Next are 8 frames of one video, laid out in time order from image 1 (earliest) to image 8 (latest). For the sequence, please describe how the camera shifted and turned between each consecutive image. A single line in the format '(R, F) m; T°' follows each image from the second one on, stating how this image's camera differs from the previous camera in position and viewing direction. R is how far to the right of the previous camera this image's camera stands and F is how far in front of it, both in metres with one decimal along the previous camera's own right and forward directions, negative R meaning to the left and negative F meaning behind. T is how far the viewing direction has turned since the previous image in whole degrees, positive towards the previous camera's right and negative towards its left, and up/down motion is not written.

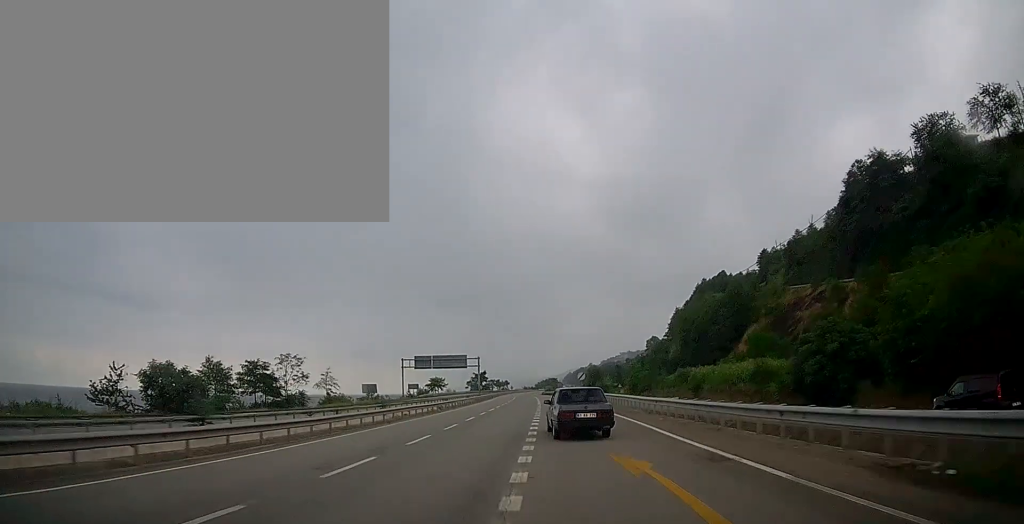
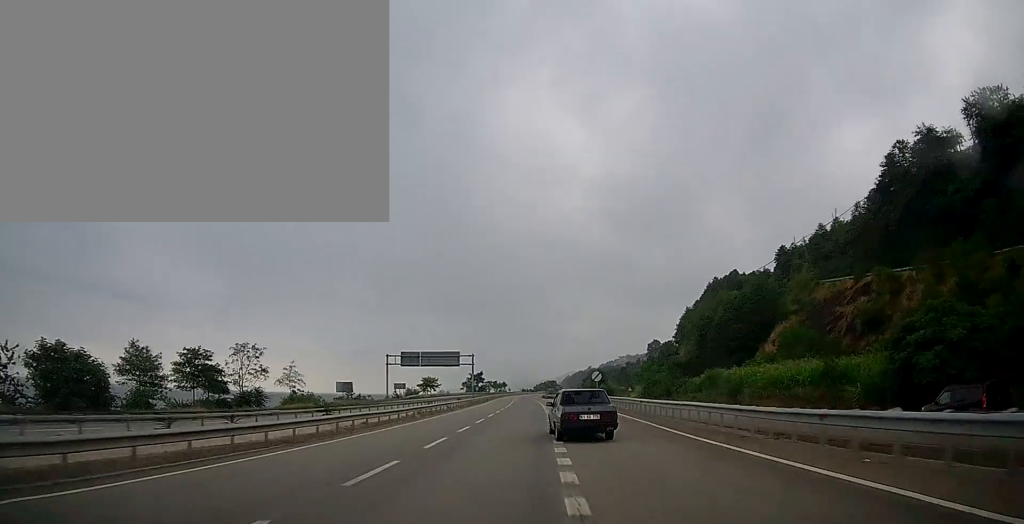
(+0.2, +13.0) m; 0°
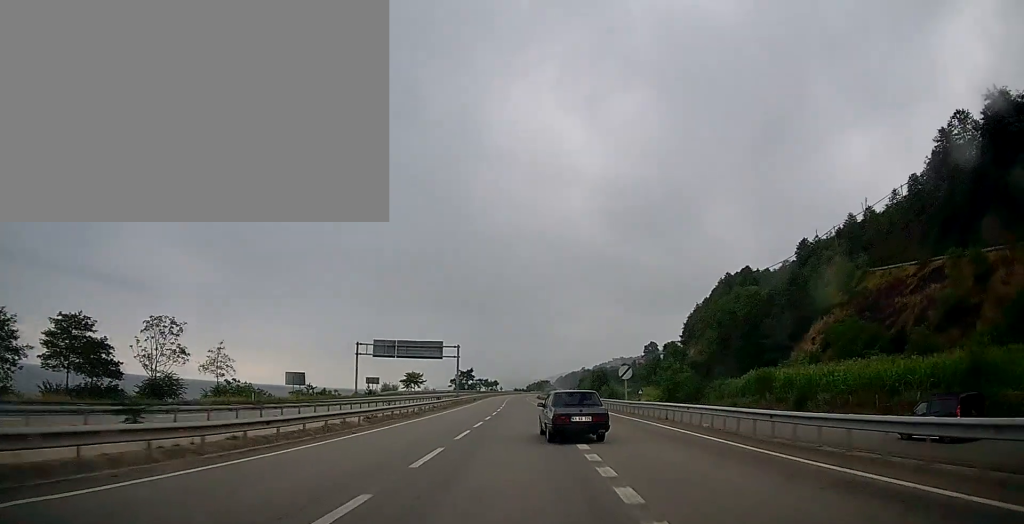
(-0.3, +16.2) m; -1°
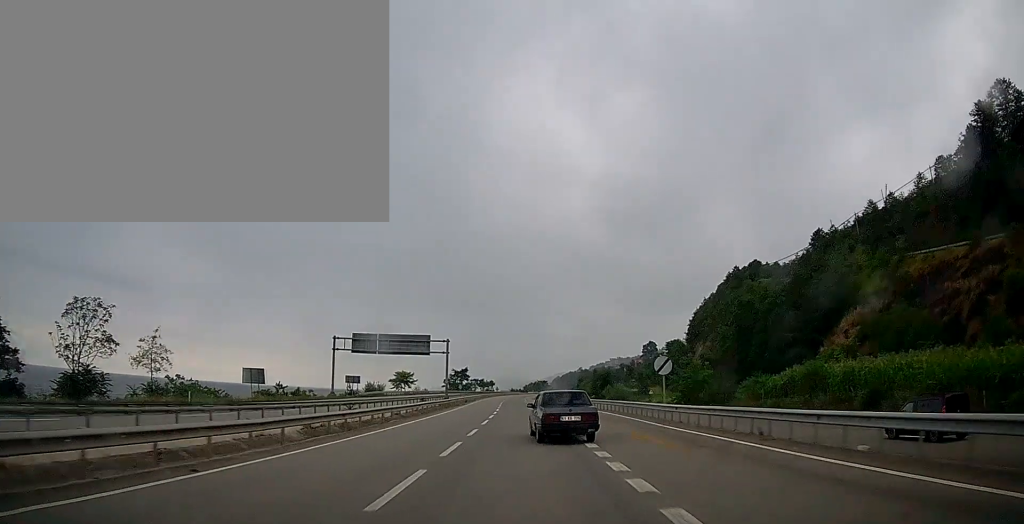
(0.0, +10.2) m; 0°
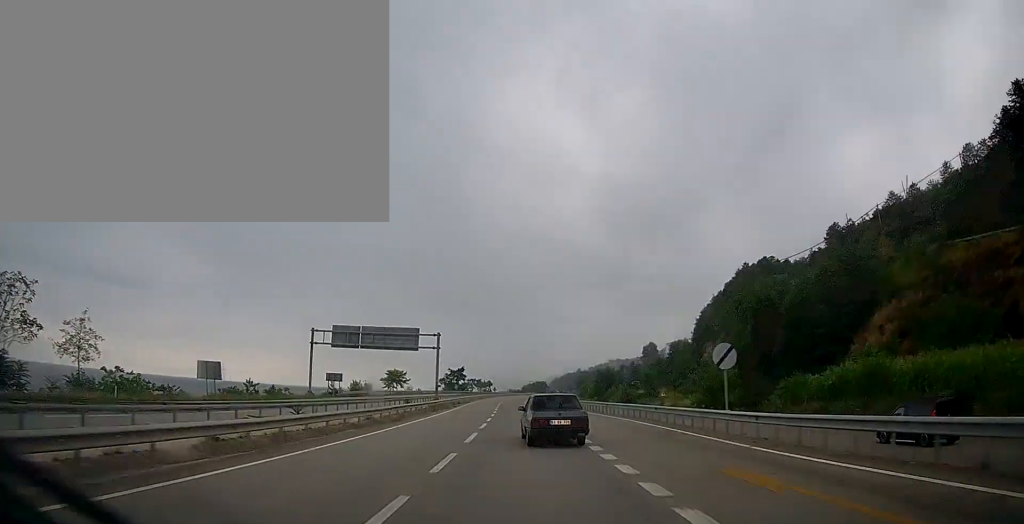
(0.0, +8.3) m; 0°
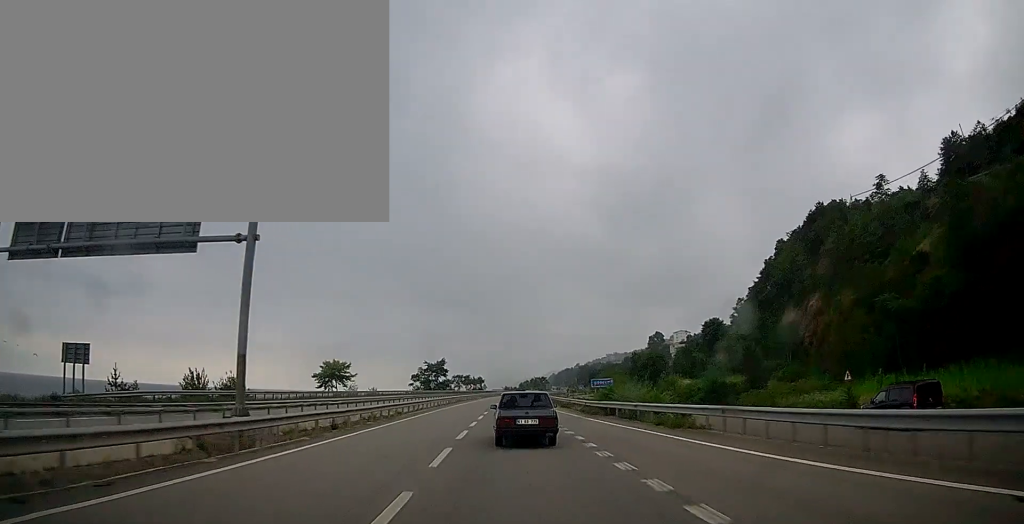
(+1.1, +48.4) m; +2°
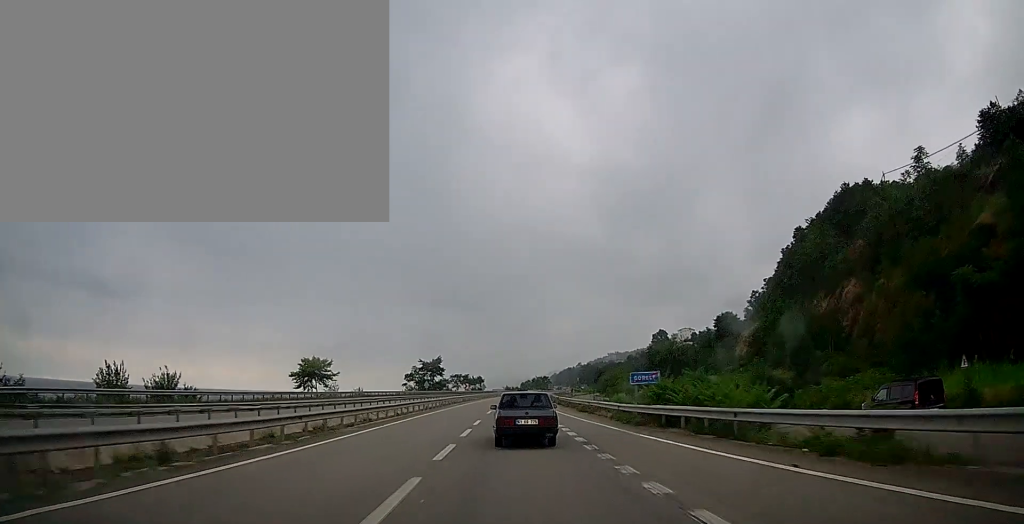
(-0.2, +11.2) m; 0°
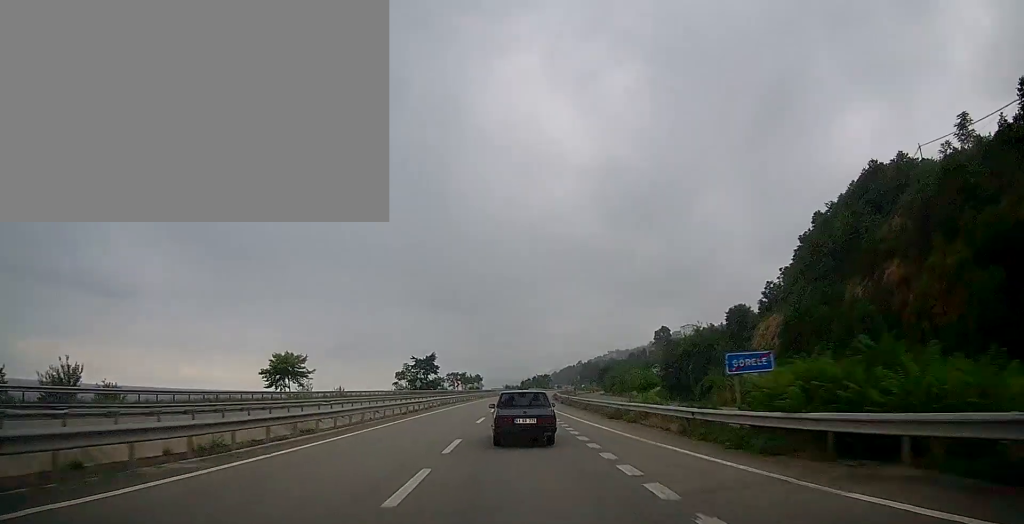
(+0.2, +11.2) m; +1°
